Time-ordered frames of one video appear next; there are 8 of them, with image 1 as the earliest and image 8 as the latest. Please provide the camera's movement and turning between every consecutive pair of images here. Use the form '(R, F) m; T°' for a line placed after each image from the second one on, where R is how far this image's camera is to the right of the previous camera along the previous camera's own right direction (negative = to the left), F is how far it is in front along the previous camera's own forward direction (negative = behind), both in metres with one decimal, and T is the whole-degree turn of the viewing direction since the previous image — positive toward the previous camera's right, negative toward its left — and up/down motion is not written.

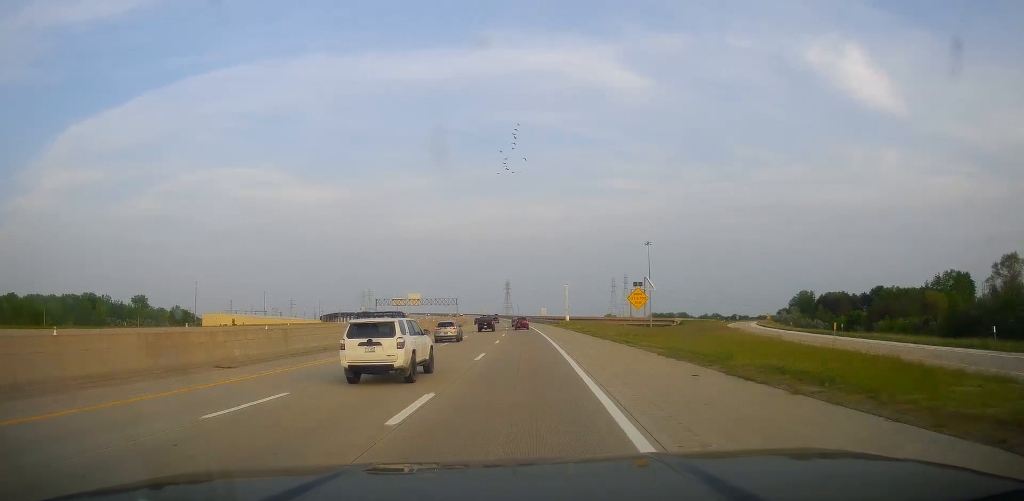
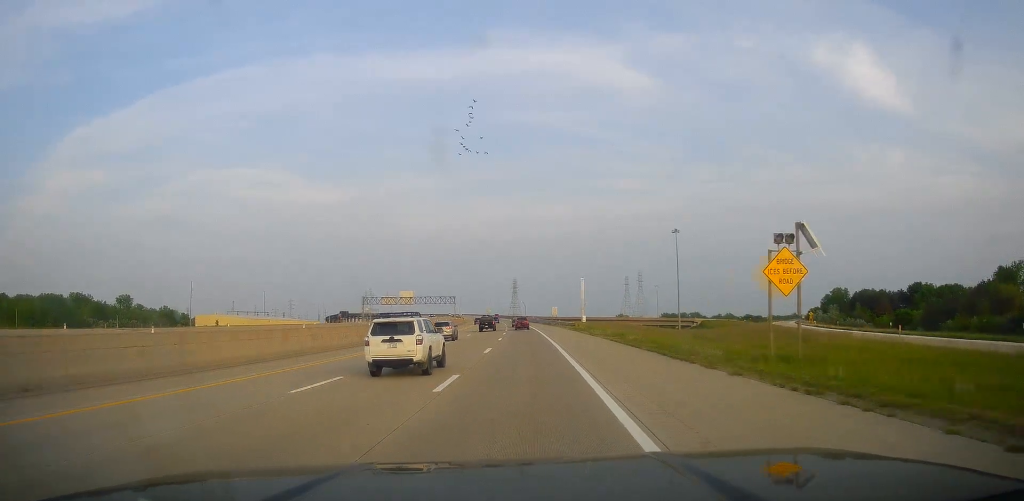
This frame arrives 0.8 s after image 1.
(+0.2, +26.1) m; -1°
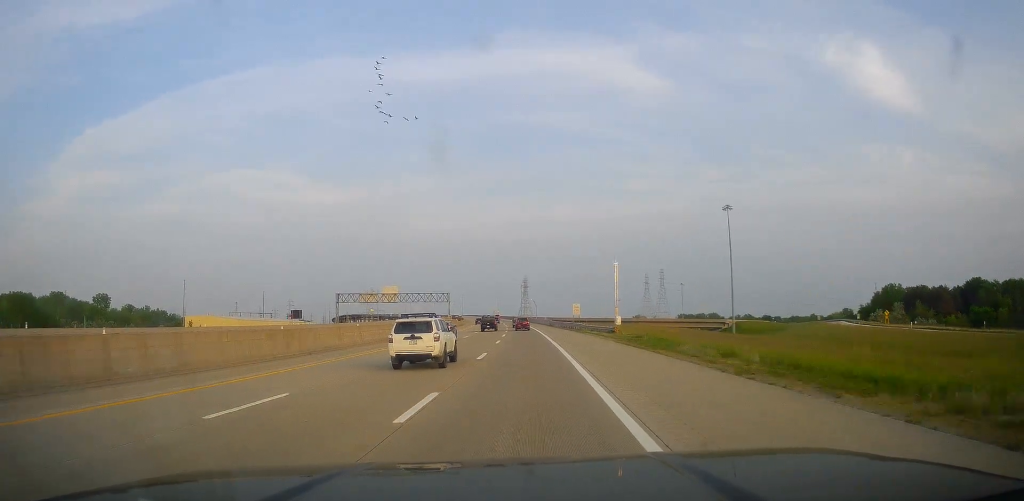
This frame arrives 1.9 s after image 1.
(-0.7, +34.8) m; -2°
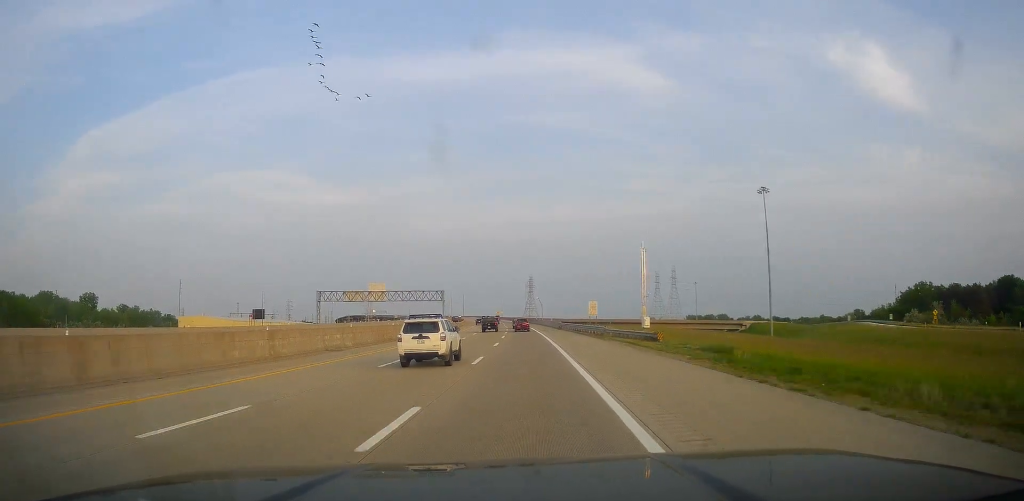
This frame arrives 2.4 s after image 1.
(-0.3, +17.4) m; 0°
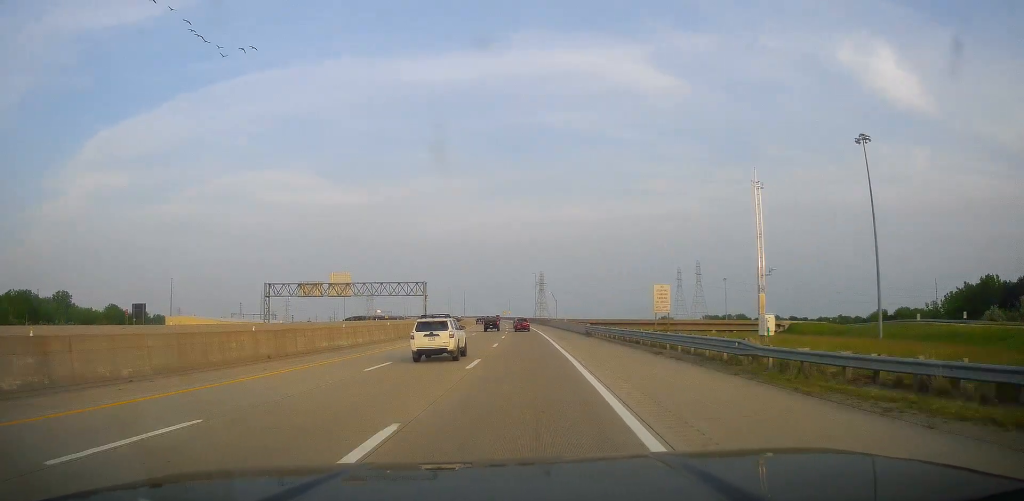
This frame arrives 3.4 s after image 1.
(+0.2, +32.4) m; -1°
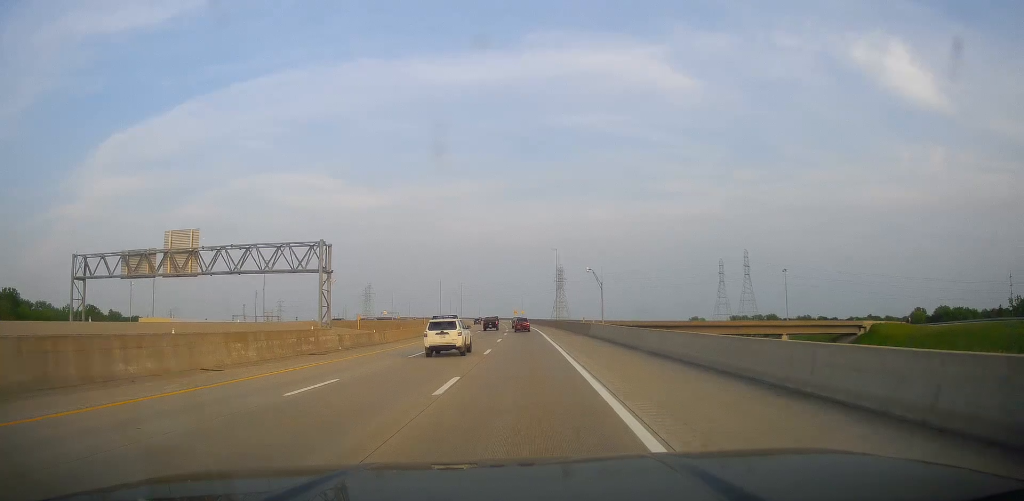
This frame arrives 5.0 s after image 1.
(-1.5, +52.9) m; -2°
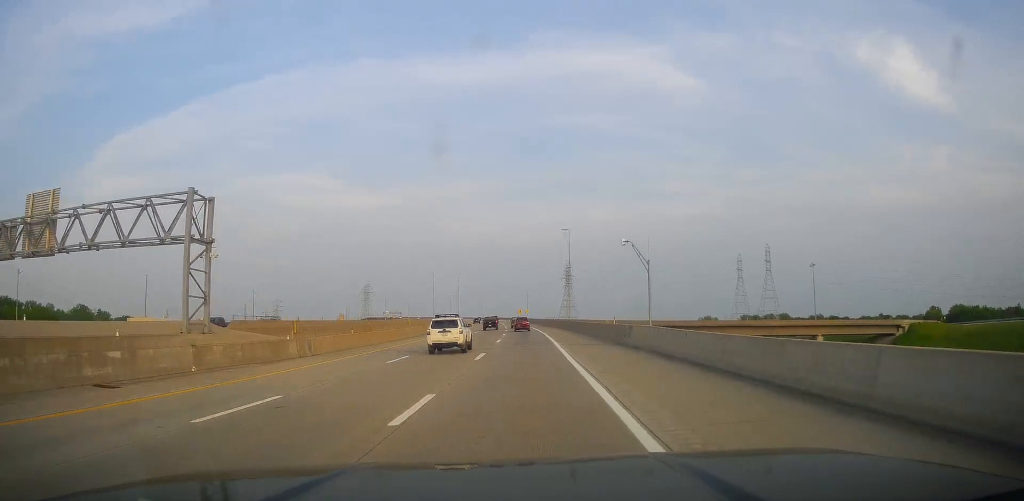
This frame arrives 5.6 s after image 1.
(-0.4, +19.4) m; 0°
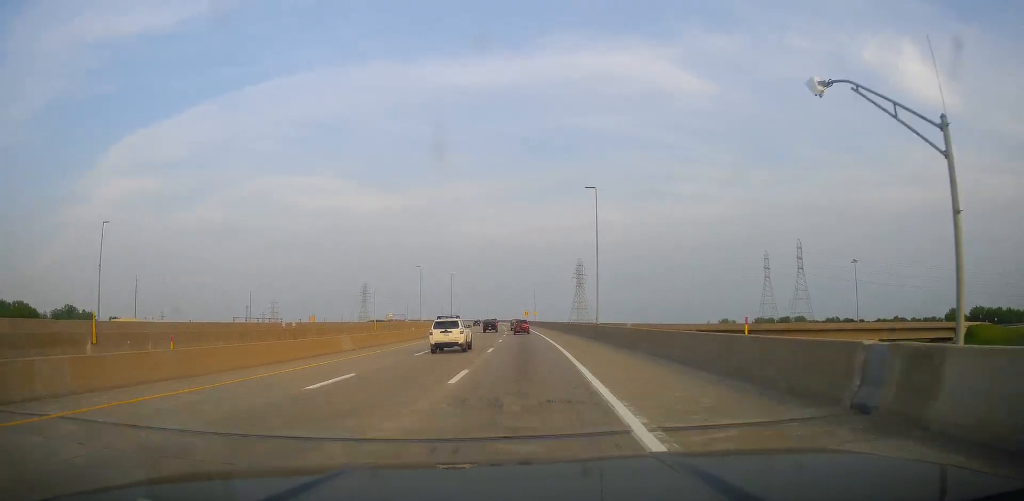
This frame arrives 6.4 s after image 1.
(+0.7, +24.9) m; 0°
